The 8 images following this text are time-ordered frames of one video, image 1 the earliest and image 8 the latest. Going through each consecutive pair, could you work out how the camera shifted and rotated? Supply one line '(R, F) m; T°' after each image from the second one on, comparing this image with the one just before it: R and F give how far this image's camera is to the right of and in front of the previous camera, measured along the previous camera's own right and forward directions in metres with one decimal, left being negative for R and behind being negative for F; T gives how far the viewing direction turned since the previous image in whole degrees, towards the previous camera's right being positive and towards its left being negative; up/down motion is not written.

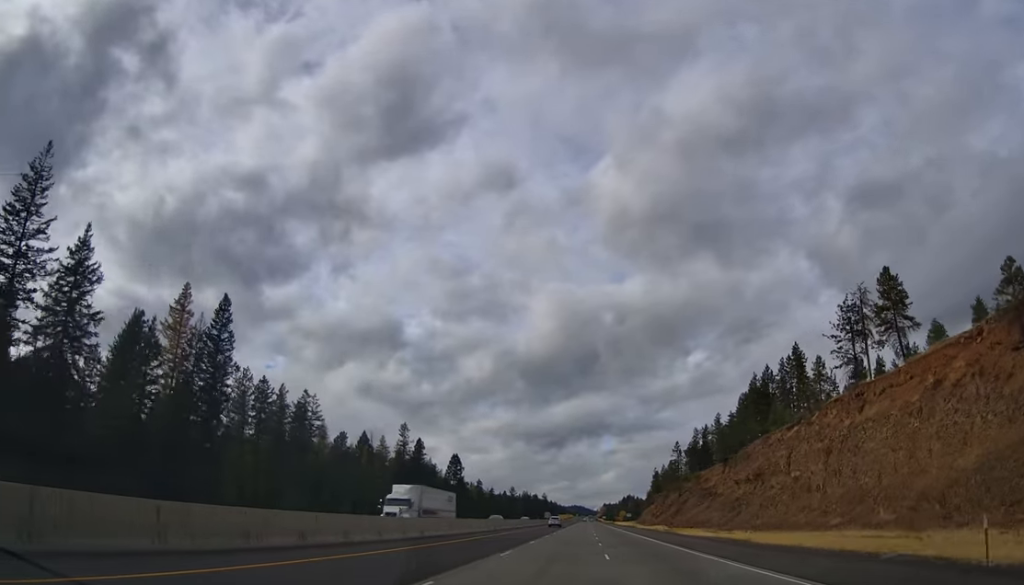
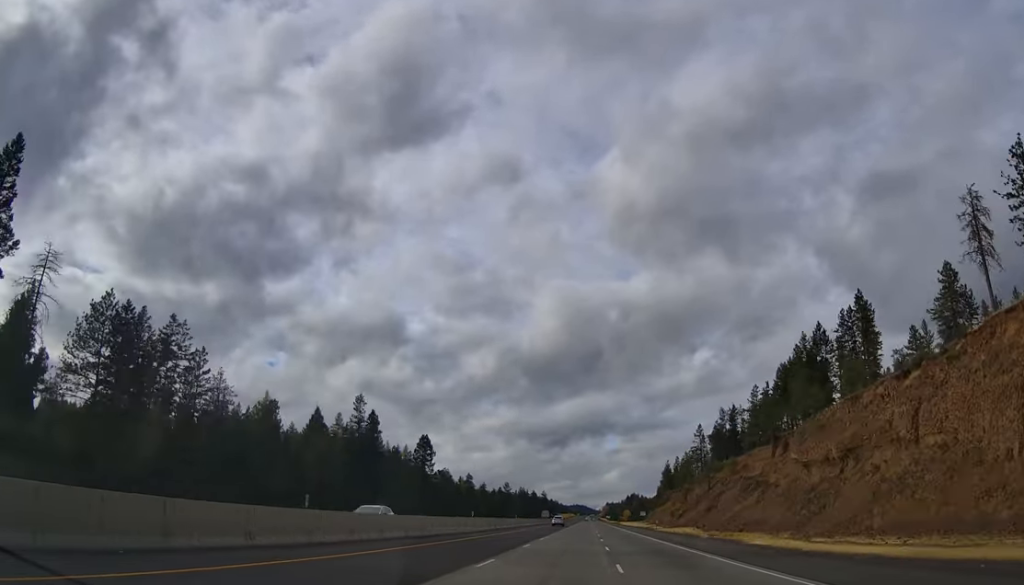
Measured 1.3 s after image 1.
(-0.4, +41.9) m; -1°
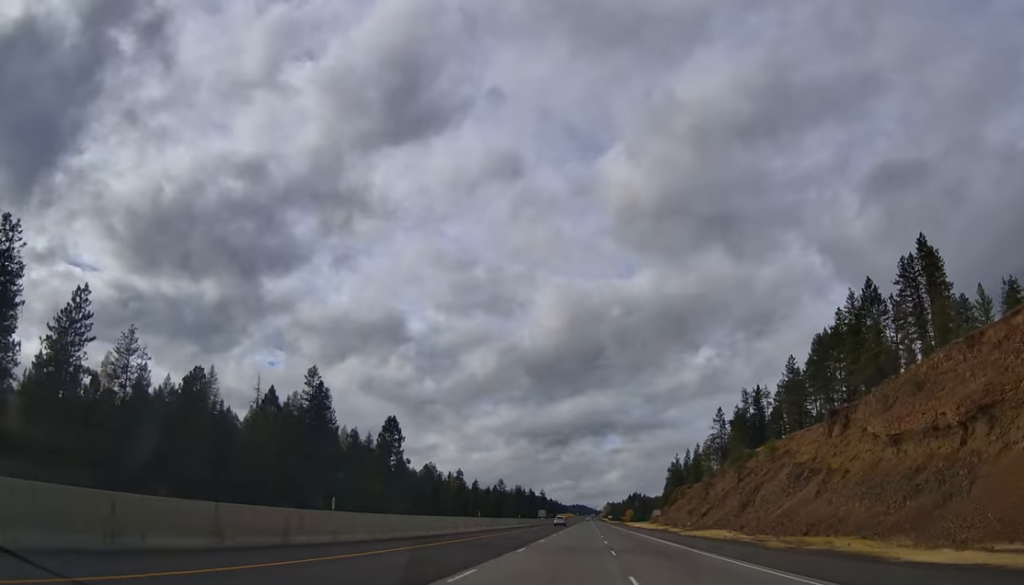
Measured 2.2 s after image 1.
(0.0, +28.4) m; 0°
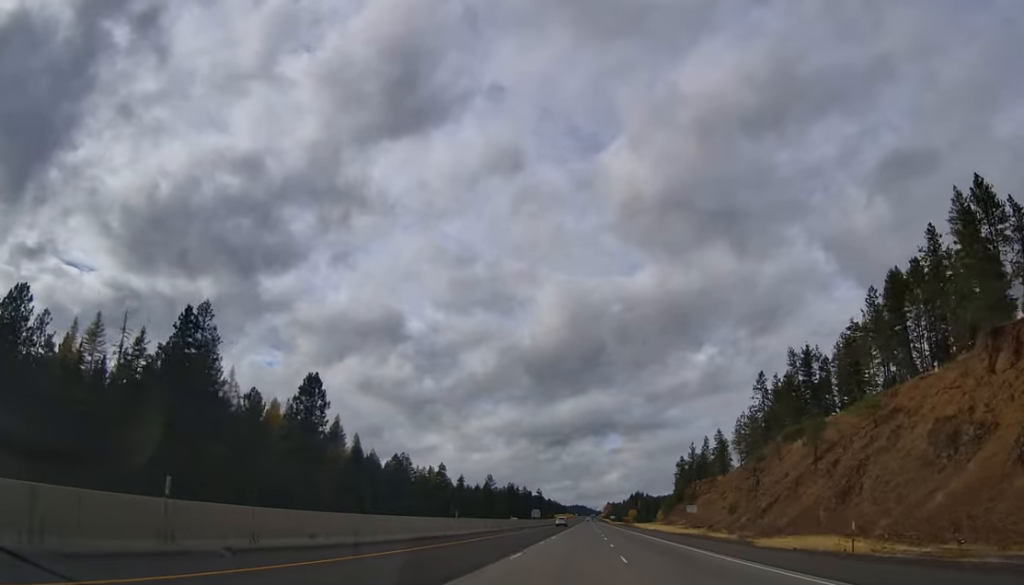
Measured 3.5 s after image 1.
(+0.1, +40.3) m; 0°
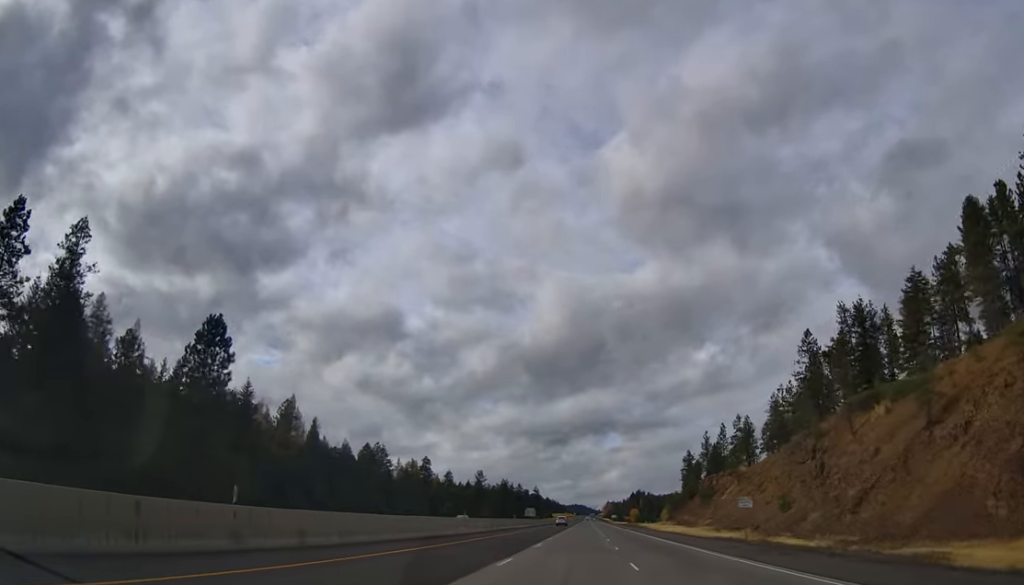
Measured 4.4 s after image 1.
(0.0, +27.7) m; 0°
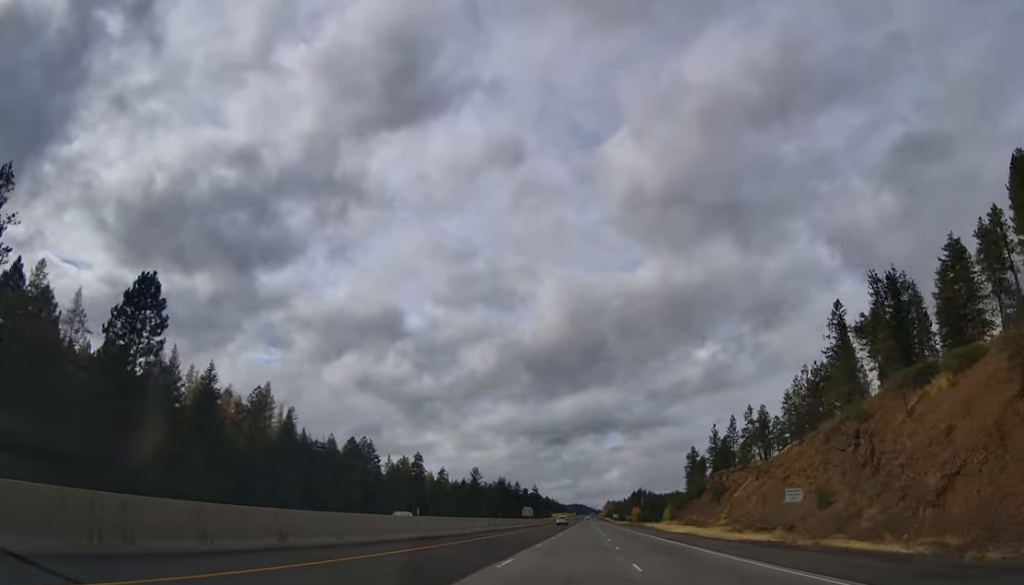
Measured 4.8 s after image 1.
(-0.1, +12.8) m; 0°
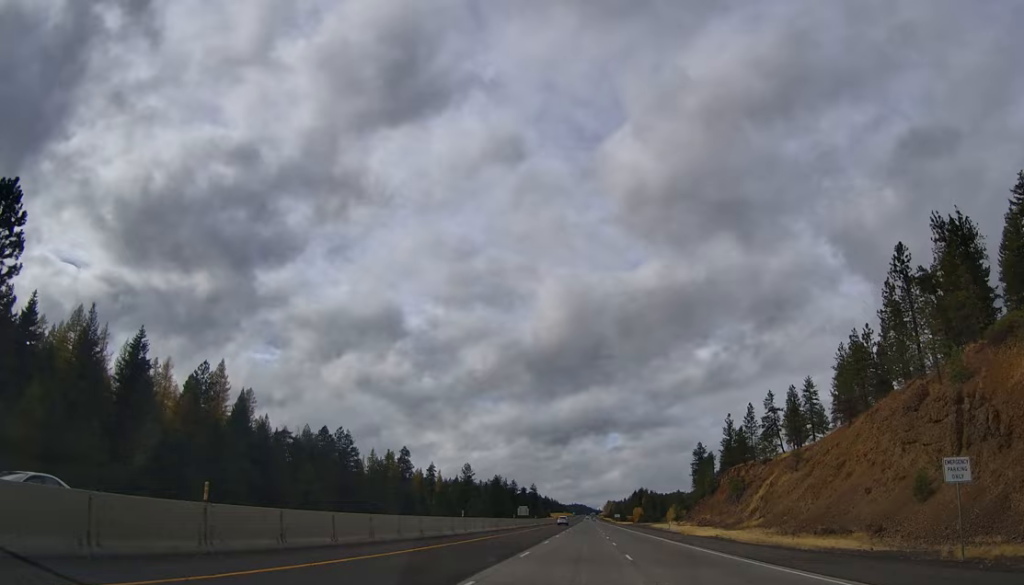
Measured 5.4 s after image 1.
(-0.1, +19.2) m; 0°
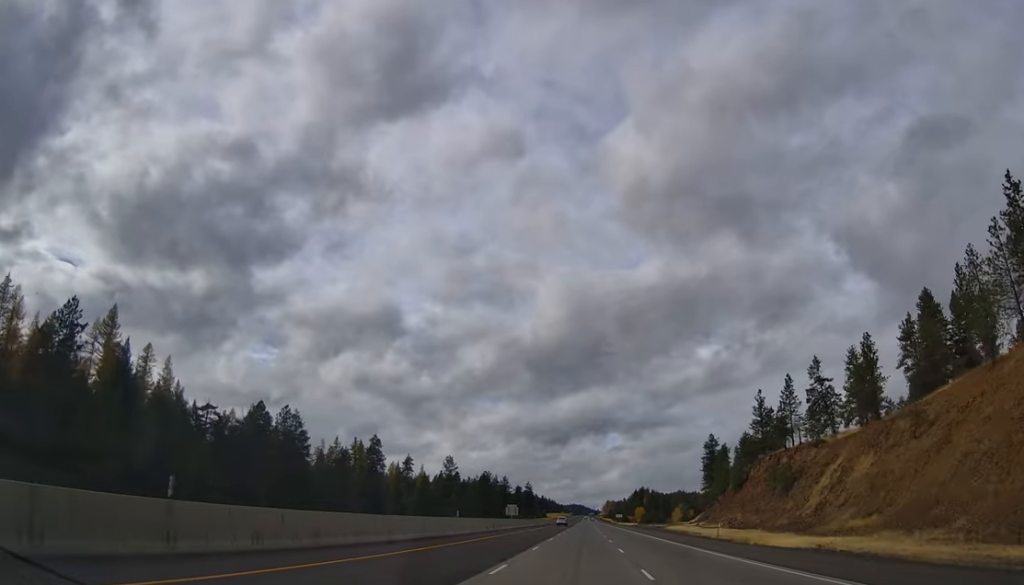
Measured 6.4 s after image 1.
(+0.2, +31.9) m; +1°
